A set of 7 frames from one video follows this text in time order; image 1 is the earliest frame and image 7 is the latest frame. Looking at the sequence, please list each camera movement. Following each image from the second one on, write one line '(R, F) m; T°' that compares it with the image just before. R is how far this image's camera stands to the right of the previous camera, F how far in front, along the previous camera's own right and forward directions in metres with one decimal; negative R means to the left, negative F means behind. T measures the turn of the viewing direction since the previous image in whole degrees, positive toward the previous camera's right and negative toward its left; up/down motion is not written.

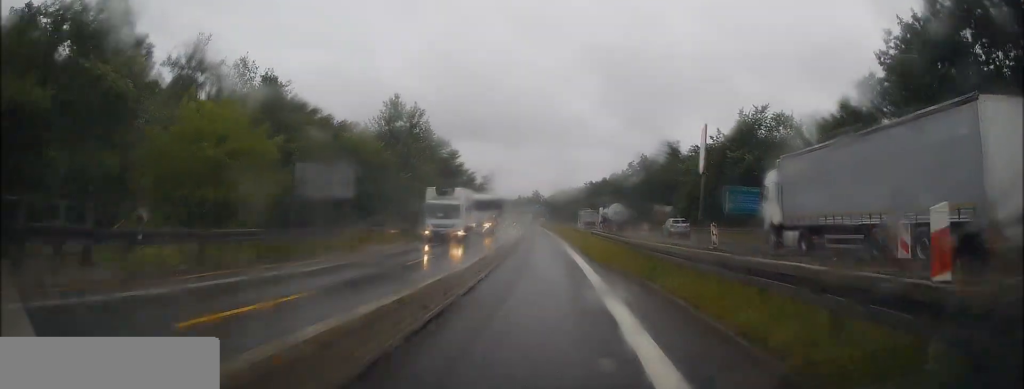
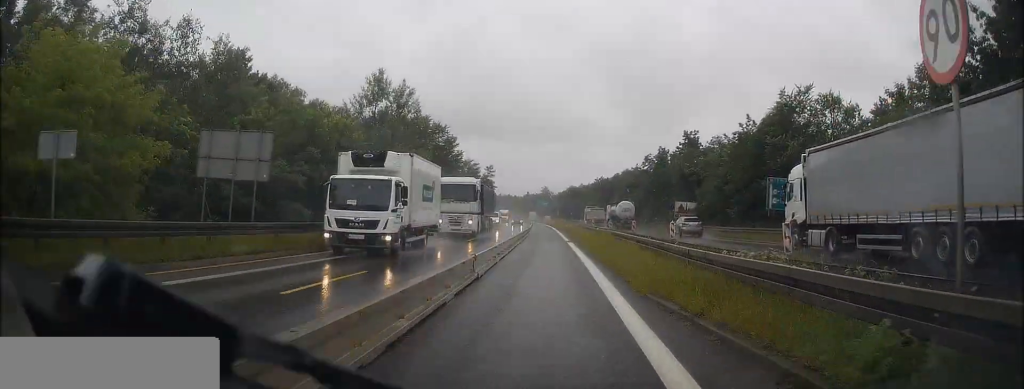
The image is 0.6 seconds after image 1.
(0.0, +8.6) m; 0°
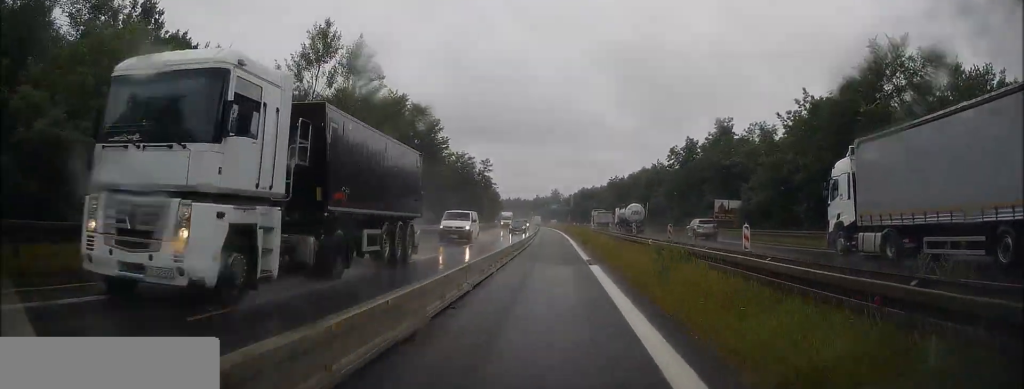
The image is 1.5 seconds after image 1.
(-0.1, +14.4) m; -1°
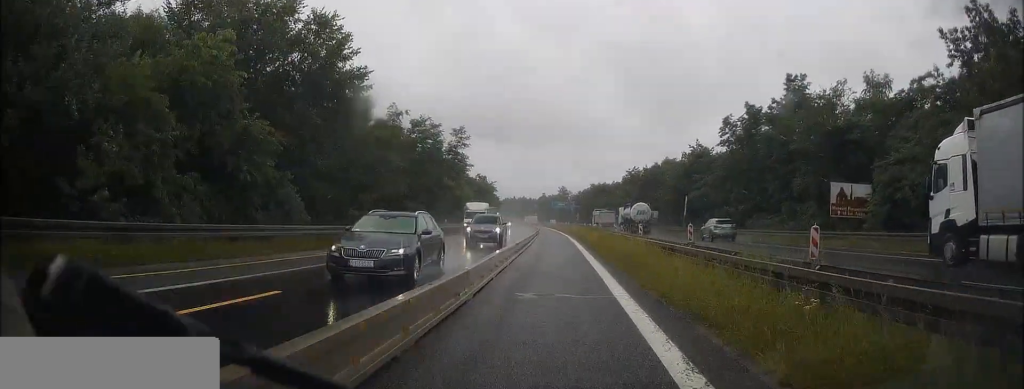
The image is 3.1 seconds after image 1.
(-0.3, +25.2) m; -2°
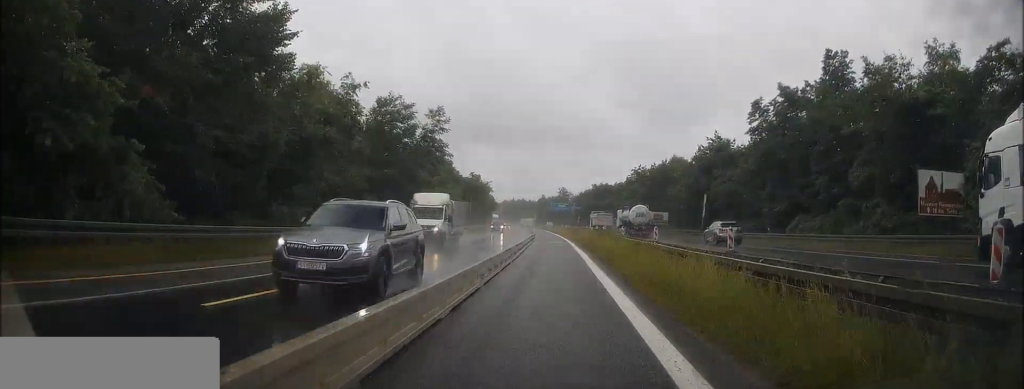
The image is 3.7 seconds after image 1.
(-0.1, +9.7) m; 0°
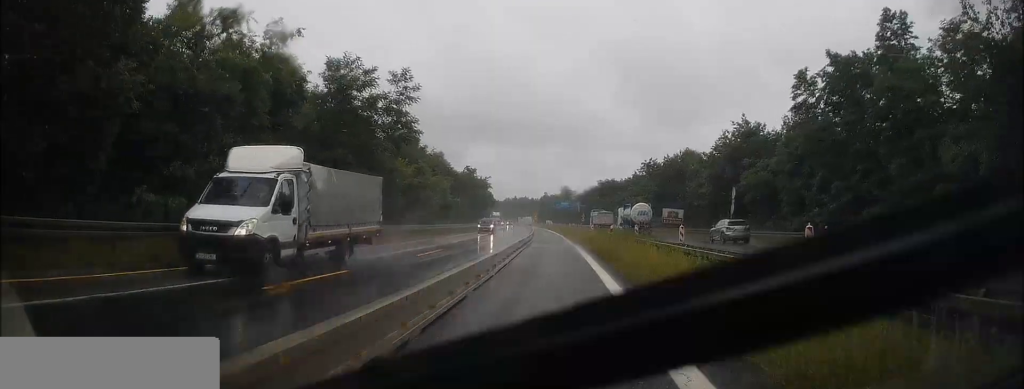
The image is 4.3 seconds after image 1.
(-0.1, +9.7) m; 0°
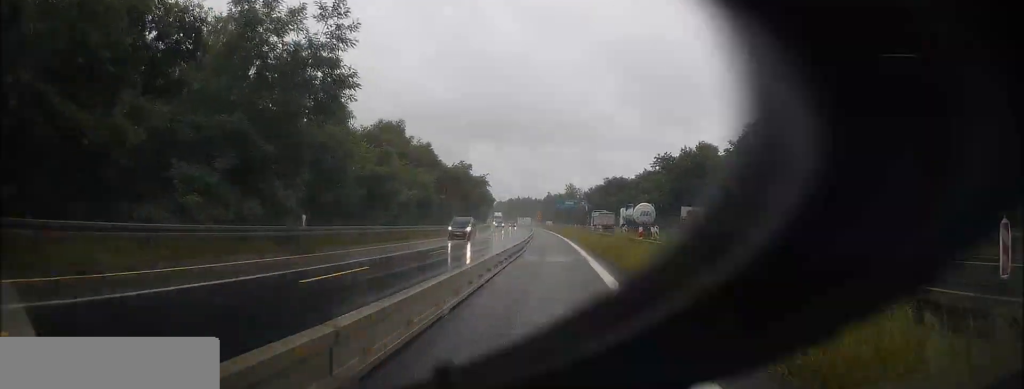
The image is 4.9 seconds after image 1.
(0.0, +10.4) m; 0°
